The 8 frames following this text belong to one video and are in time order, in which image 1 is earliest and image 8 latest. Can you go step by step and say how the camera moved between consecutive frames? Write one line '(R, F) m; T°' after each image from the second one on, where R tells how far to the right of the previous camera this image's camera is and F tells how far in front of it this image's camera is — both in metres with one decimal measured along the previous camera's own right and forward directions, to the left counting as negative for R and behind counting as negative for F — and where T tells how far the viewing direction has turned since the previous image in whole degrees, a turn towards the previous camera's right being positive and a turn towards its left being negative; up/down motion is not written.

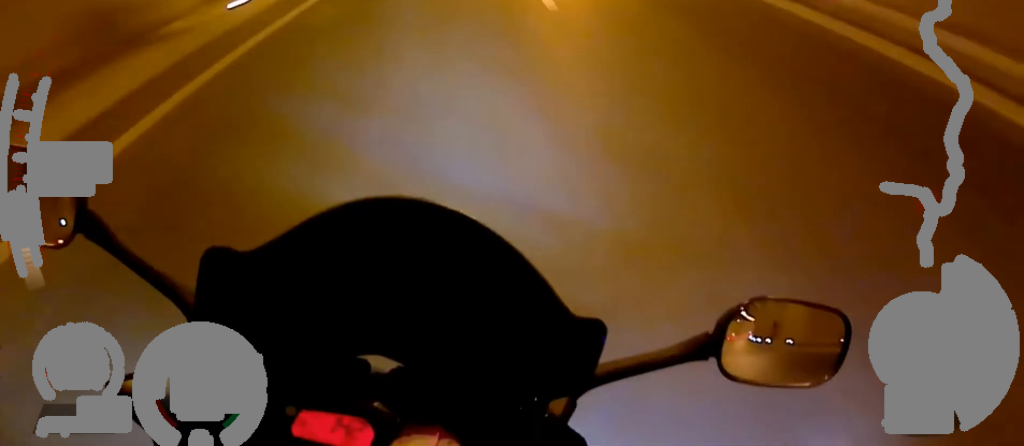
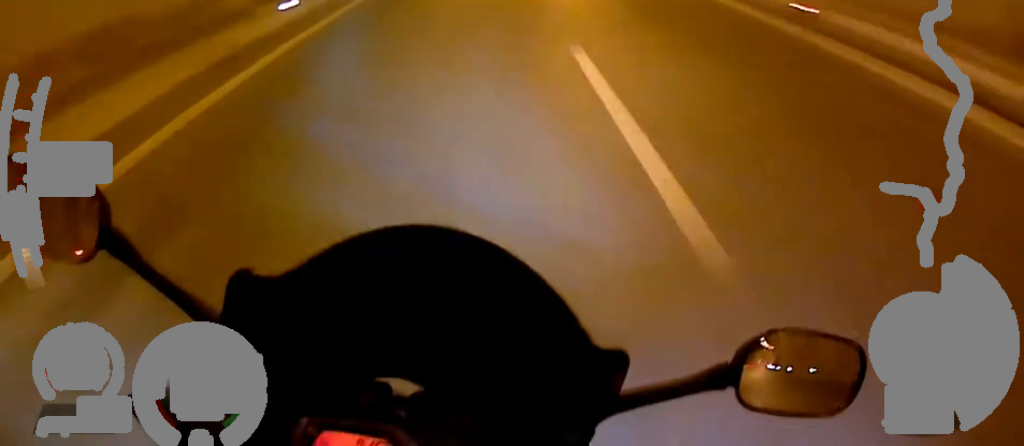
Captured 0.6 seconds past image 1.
(-0.2, +17.9) m; +1°
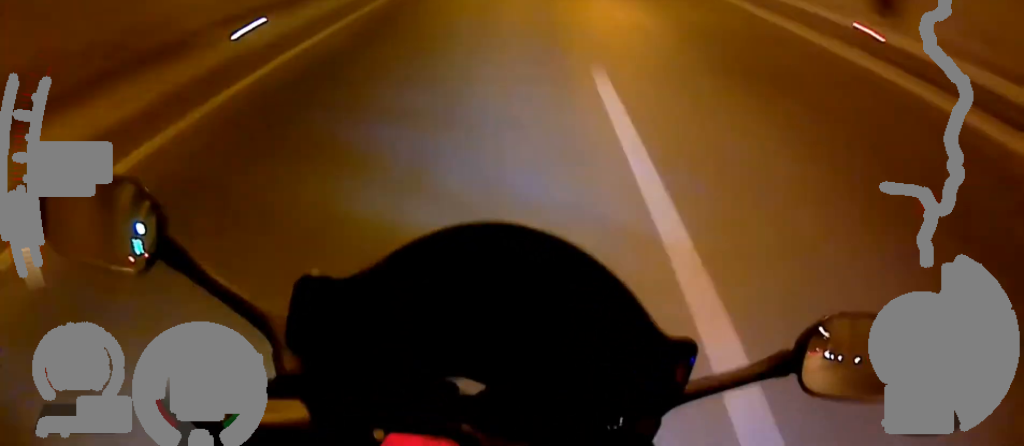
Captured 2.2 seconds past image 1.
(+0.3, +47.6) m; -2°
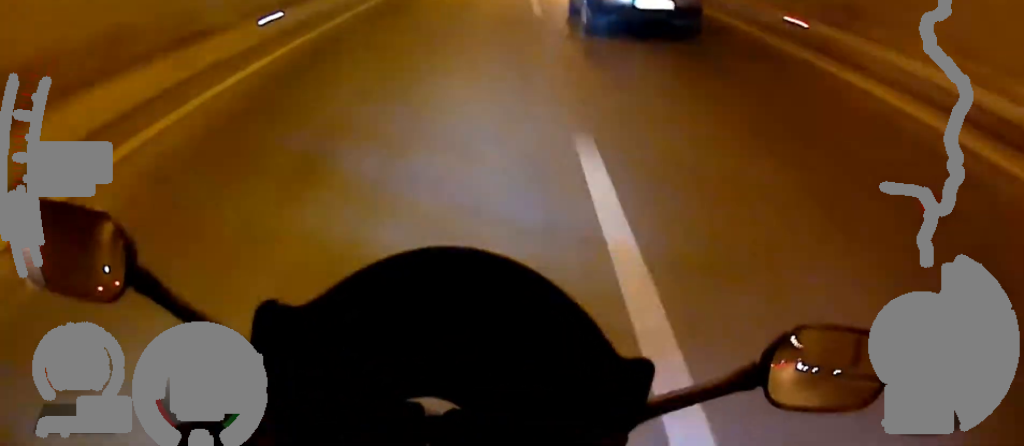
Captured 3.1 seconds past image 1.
(-0.2, +25.9) m; -1°
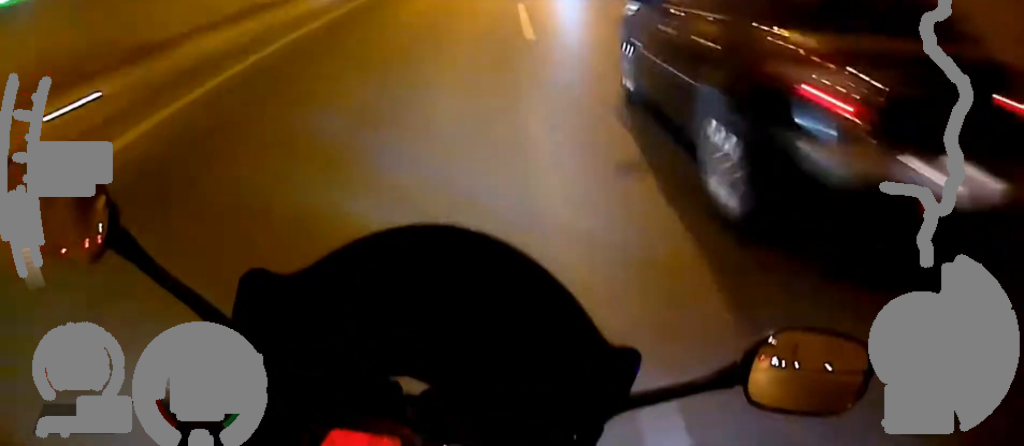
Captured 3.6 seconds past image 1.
(+0.1, +14.9) m; 0°
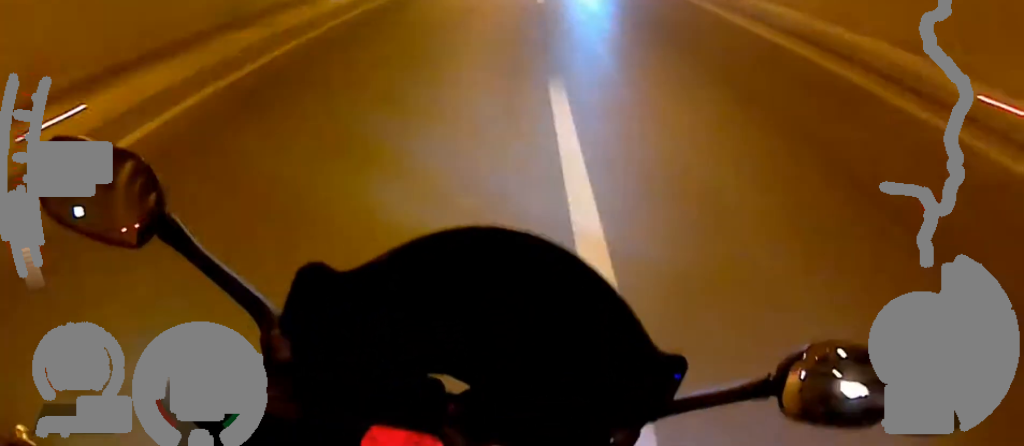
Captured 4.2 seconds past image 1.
(-0.2, +18.2) m; +1°
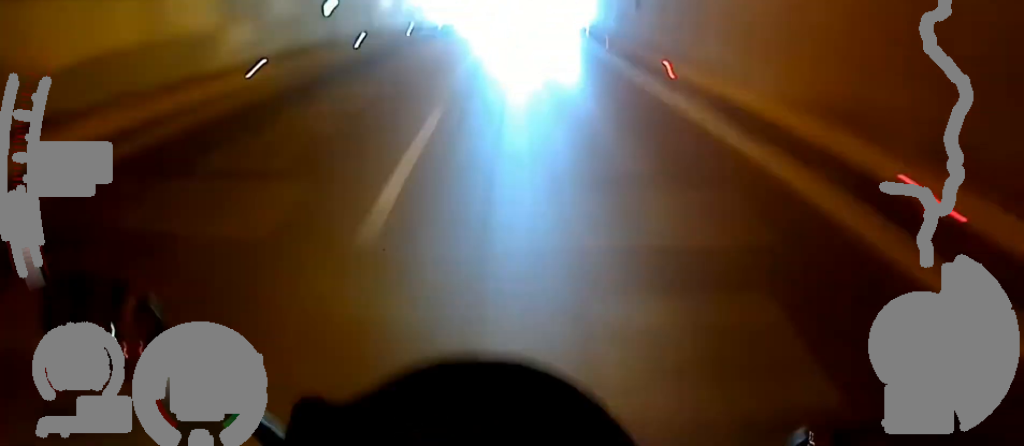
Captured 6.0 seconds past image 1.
(+0.6, +58.4) m; 0°
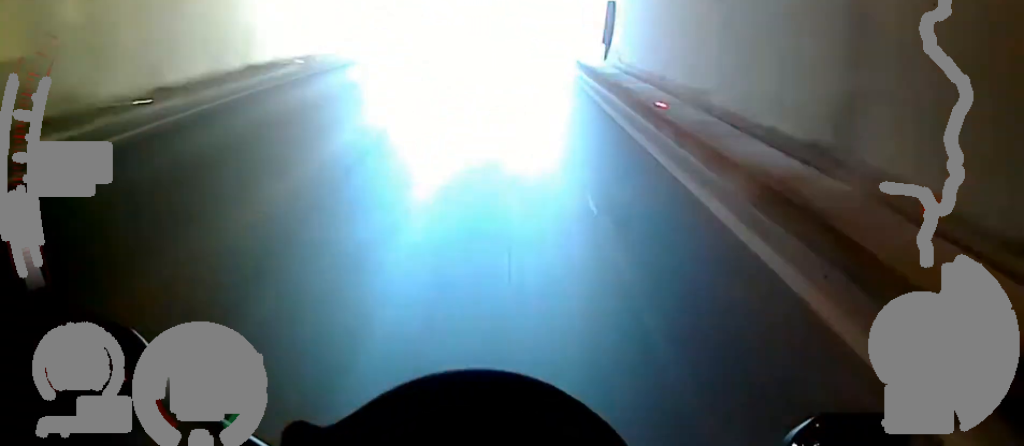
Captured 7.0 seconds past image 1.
(-0.1, +31.6) m; 0°
